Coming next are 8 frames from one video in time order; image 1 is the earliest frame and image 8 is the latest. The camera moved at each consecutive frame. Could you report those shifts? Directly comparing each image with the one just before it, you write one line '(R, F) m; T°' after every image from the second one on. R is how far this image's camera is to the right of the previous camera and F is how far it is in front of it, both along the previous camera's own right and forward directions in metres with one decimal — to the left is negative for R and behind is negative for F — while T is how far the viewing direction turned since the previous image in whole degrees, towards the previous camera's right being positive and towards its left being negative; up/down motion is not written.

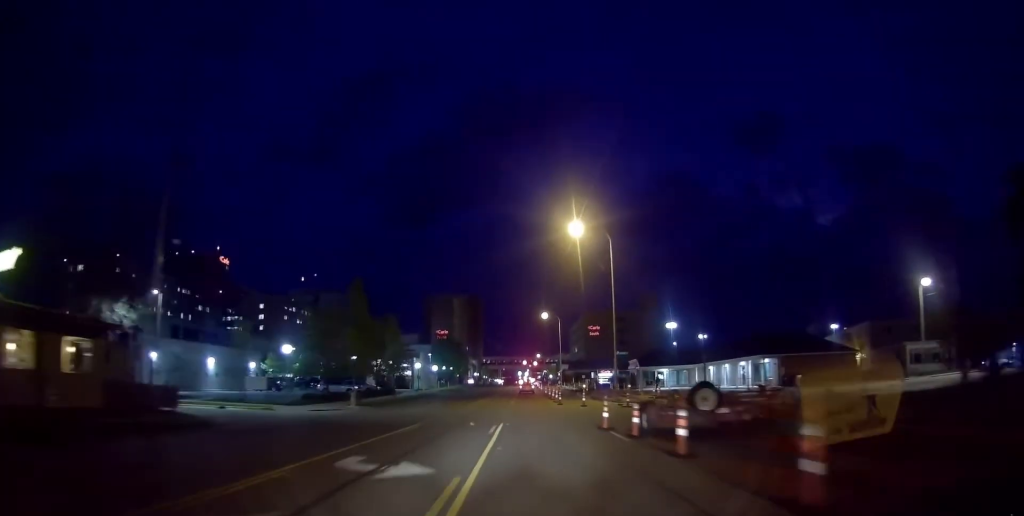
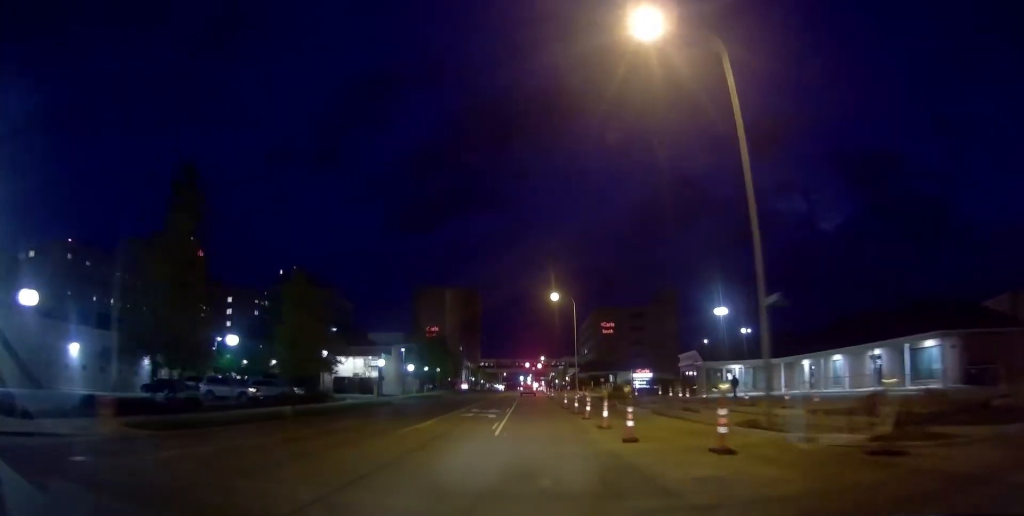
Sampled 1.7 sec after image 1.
(+0.9, +25.6) m; +2°
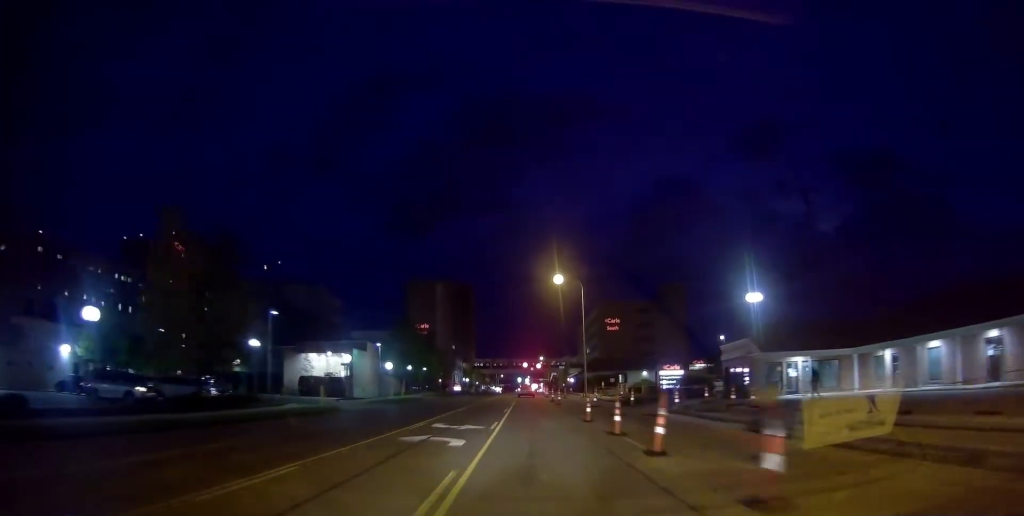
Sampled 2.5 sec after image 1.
(0.0, +12.7) m; 0°
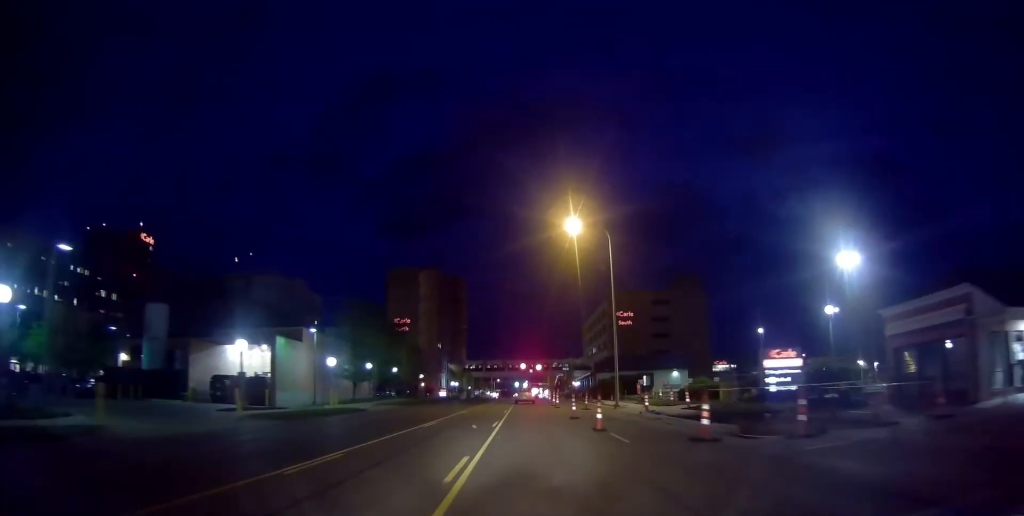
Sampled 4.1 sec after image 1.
(0.0, +22.6) m; 0°
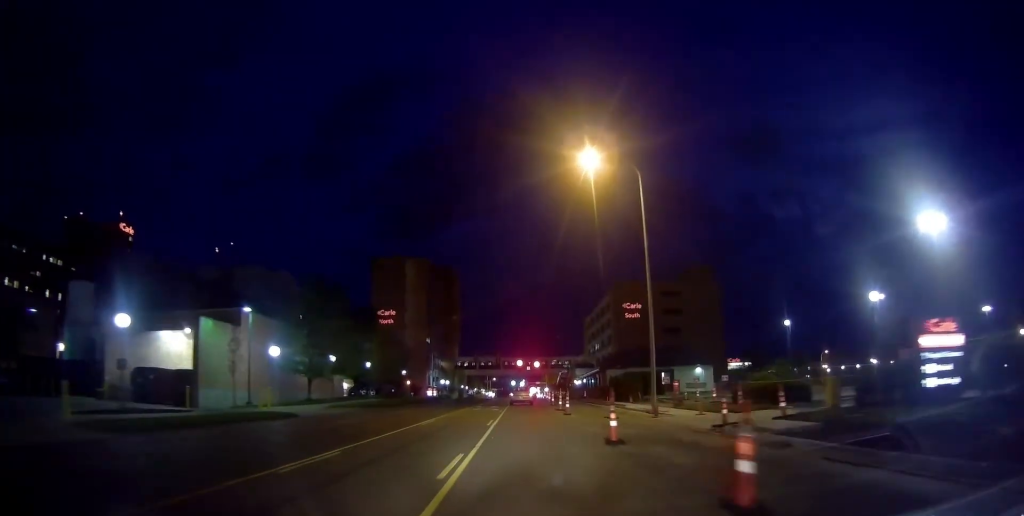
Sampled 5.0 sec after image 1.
(0.0, +12.1) m; 0°
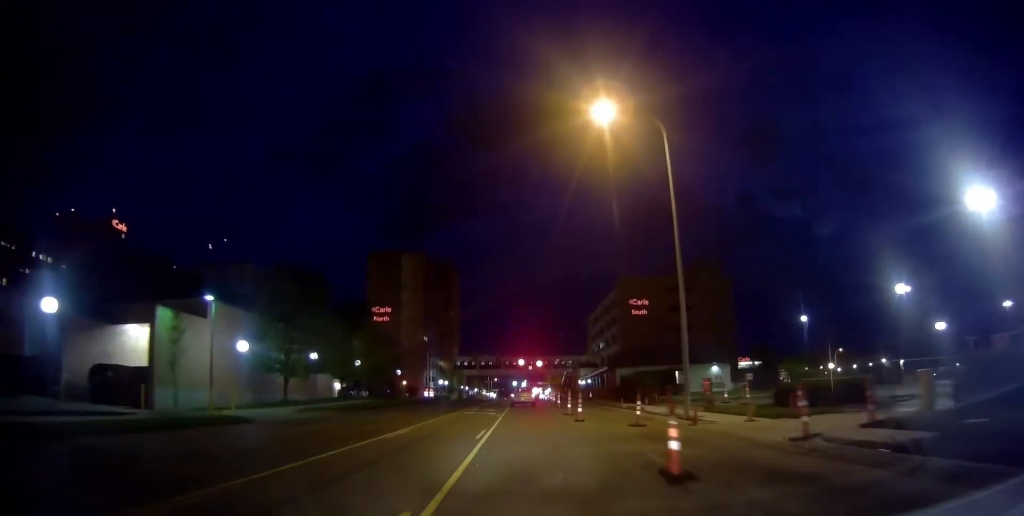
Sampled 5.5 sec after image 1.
(0.0, +5.4) m; 0°
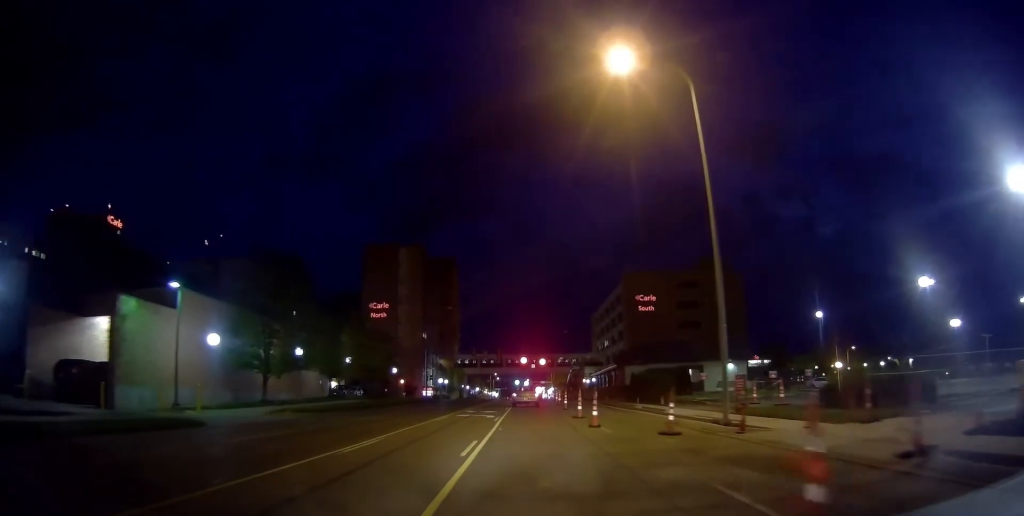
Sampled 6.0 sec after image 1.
(0.0, +4.7) m; 0°
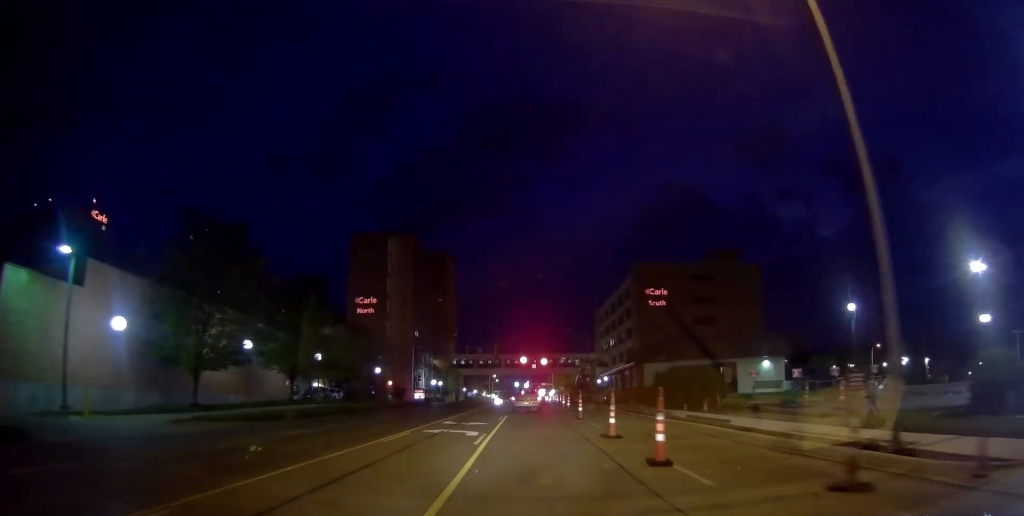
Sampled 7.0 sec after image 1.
(0.0, +9.8) m; 0°
